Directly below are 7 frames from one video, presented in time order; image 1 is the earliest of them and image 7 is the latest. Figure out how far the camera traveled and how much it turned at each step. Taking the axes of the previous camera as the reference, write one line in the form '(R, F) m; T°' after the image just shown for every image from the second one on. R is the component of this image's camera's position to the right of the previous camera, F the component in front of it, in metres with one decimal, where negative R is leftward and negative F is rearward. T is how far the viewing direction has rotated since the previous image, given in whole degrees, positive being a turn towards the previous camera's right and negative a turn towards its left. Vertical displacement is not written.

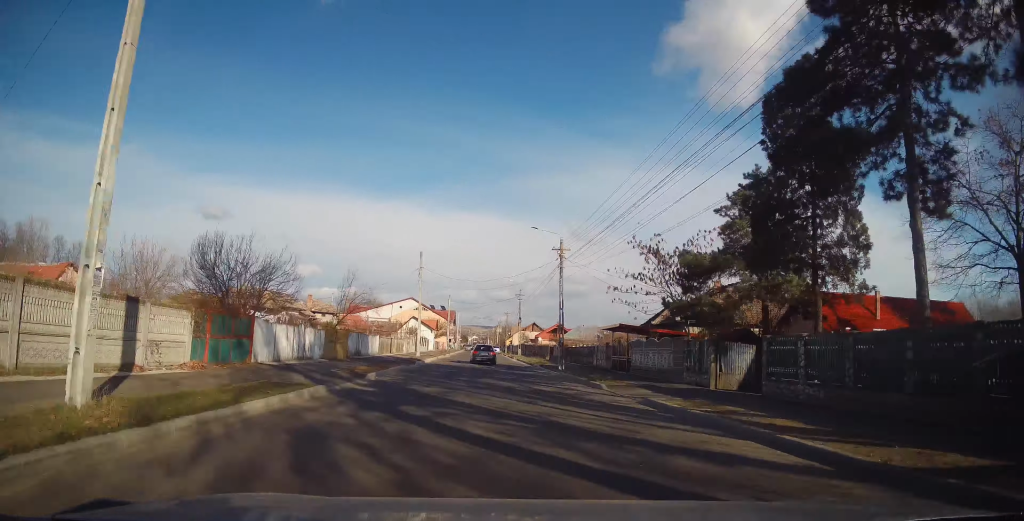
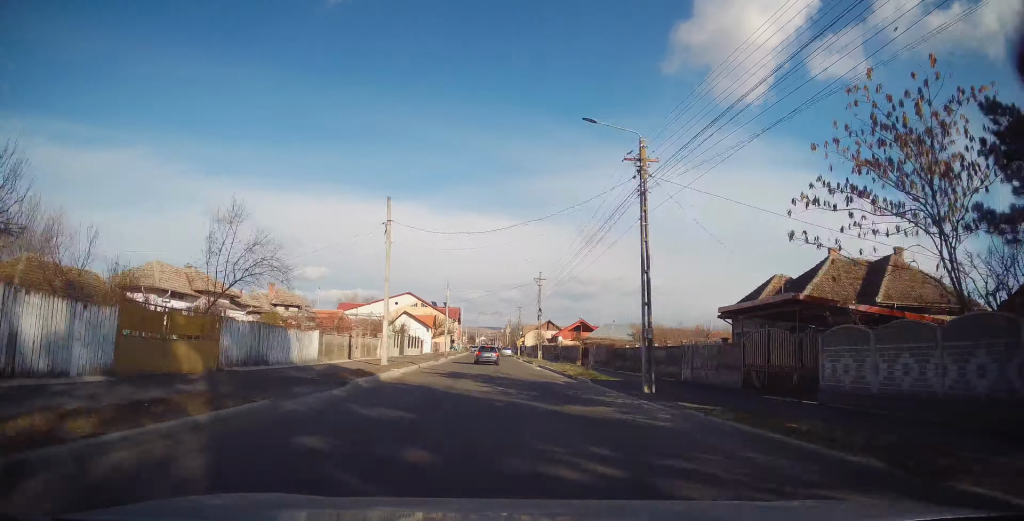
(+0.1, +16.7) m; 0°
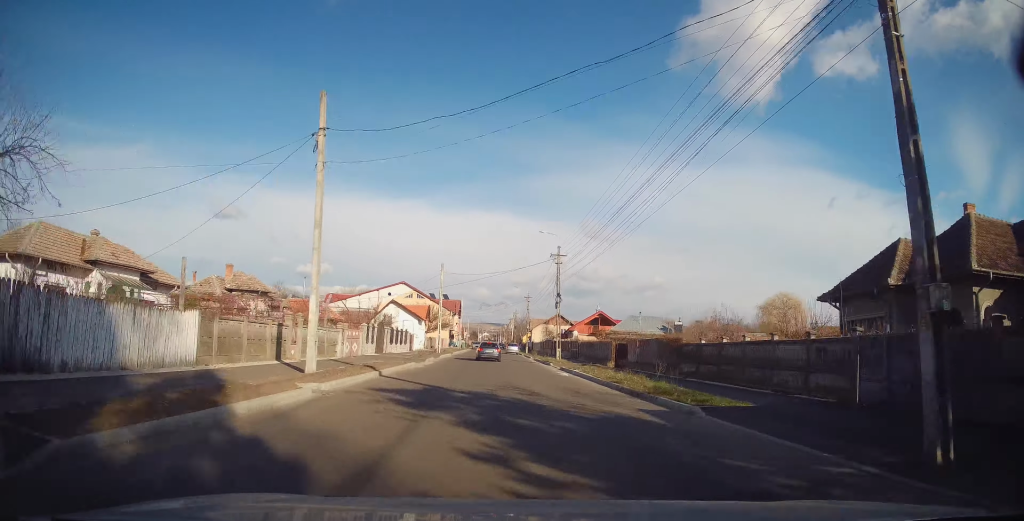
(-0.1, +10.9) m; -1°
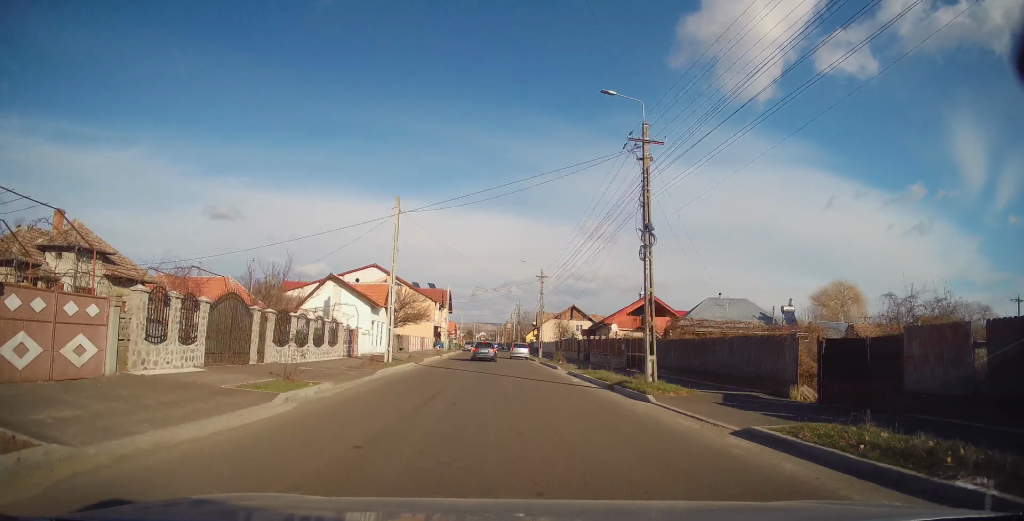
(+0.1, +22.5) m; +1°
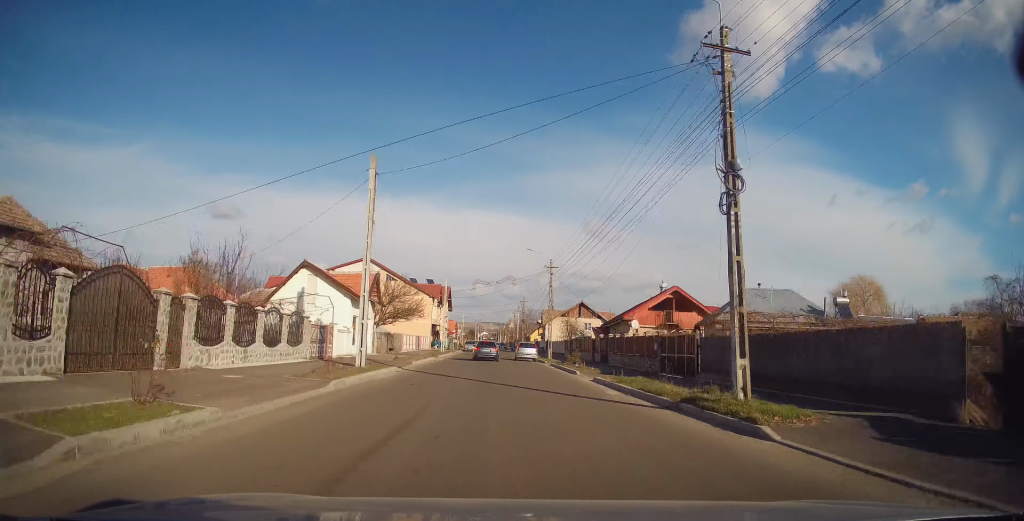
(+0.1, +6.1) m; 0°
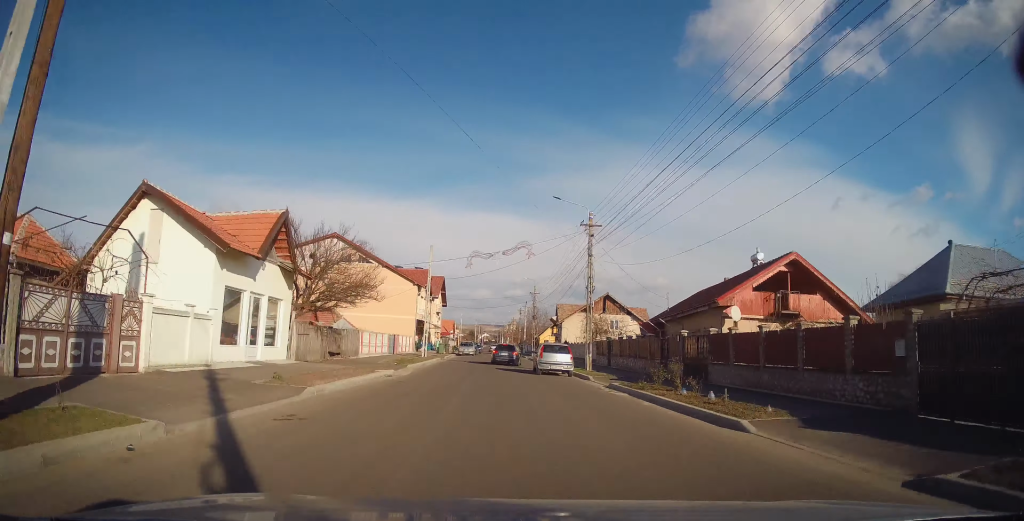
(-0.4, +16.8) m; -3°
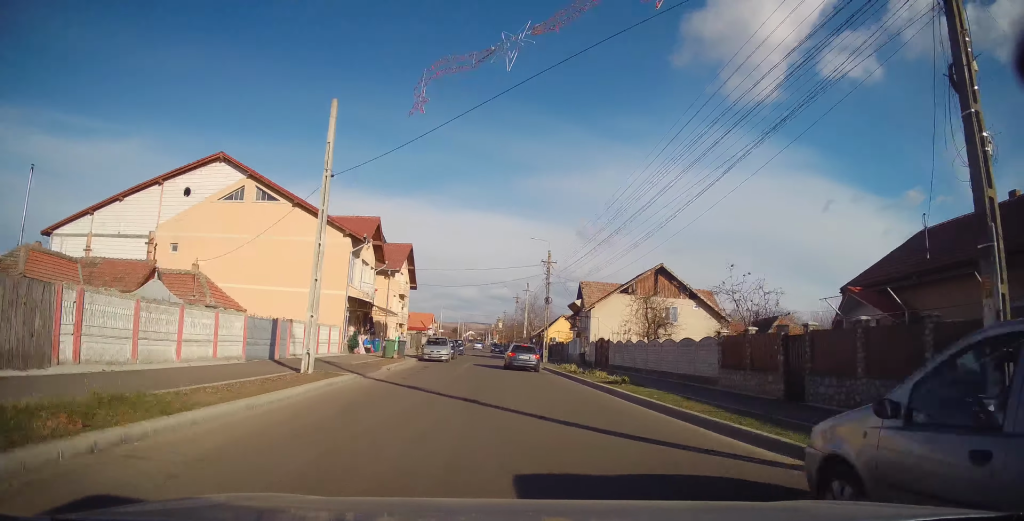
(+0.5, +24.3) m; +3°
